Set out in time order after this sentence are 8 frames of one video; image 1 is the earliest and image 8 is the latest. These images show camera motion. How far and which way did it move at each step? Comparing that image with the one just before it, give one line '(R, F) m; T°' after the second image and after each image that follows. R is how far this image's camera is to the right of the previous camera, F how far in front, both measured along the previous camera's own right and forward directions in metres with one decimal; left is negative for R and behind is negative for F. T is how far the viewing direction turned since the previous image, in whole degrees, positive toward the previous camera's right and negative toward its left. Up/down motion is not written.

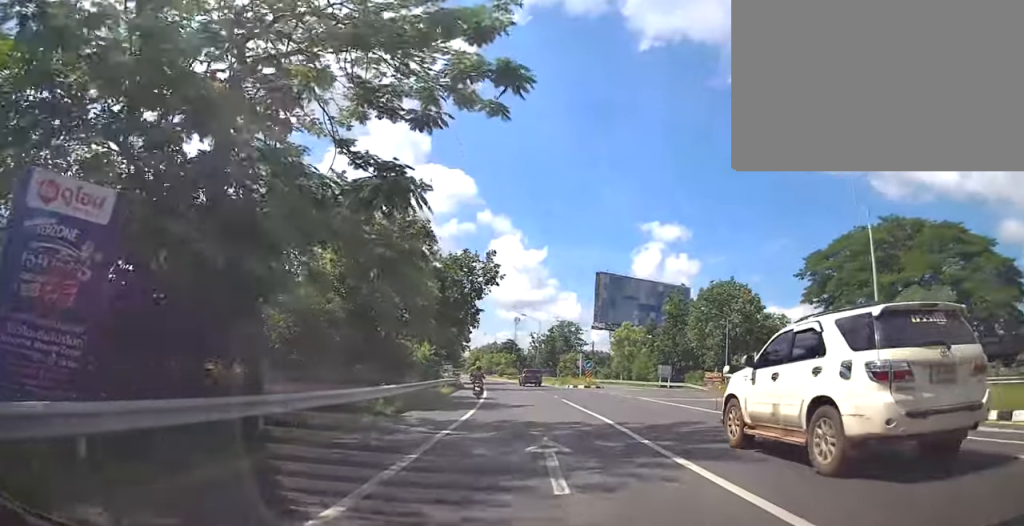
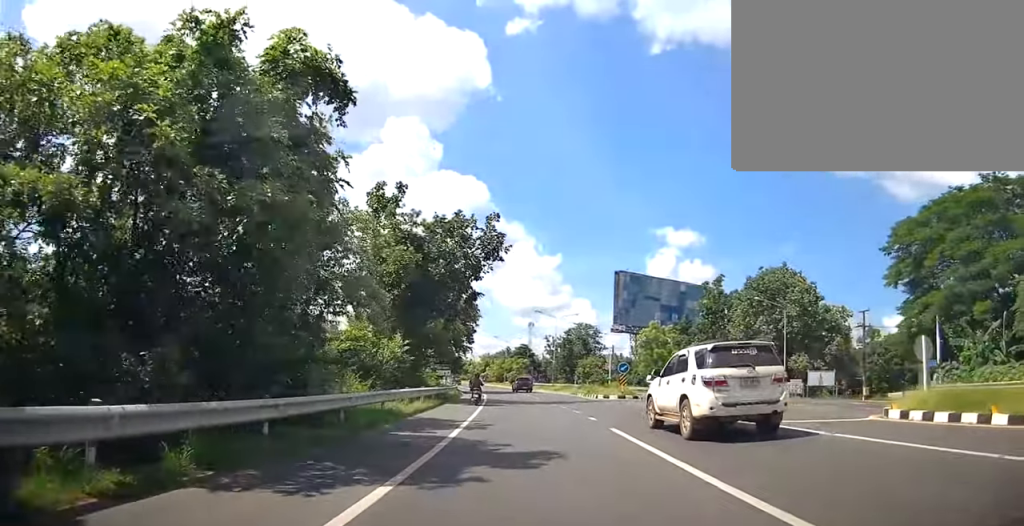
(-0.4, +12.3) m; -6°
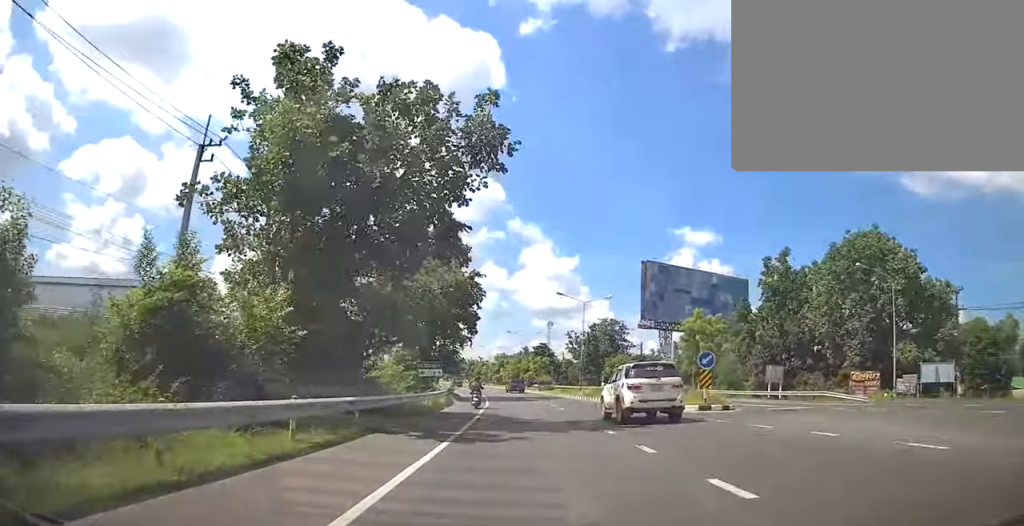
(-1.1, +12.9) m; +9°
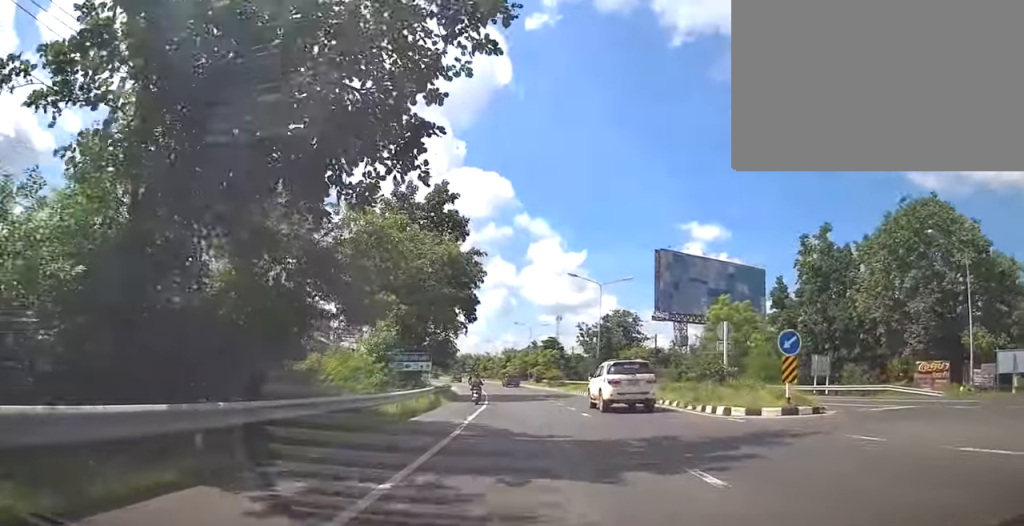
(-0.6, +5.5) m; +10°
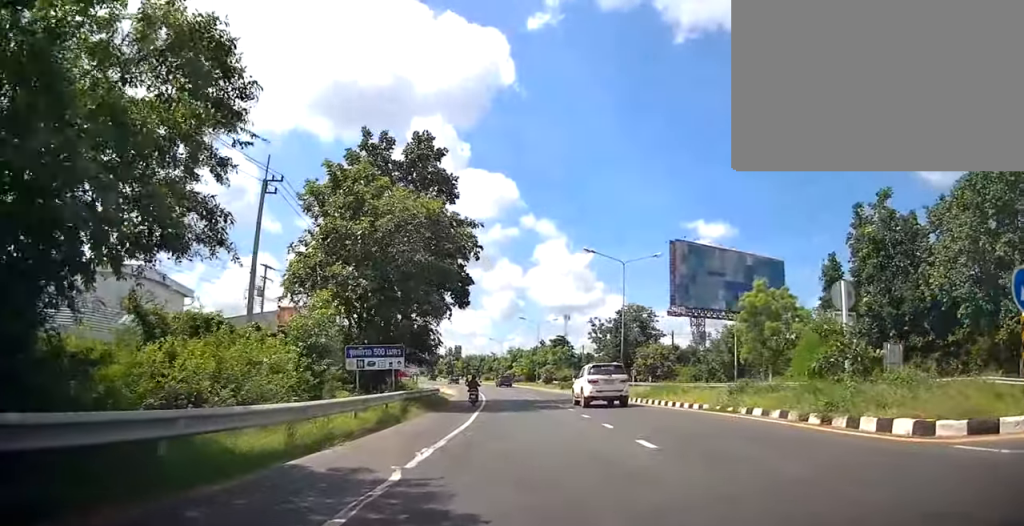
(+3.5, +9.7) m; -2°
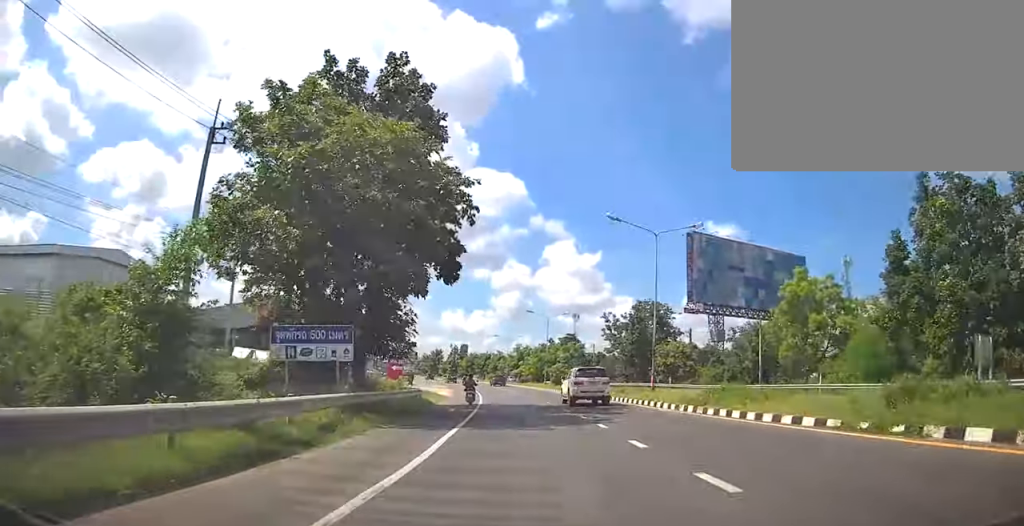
(-1.1, +7.9) m; -9°
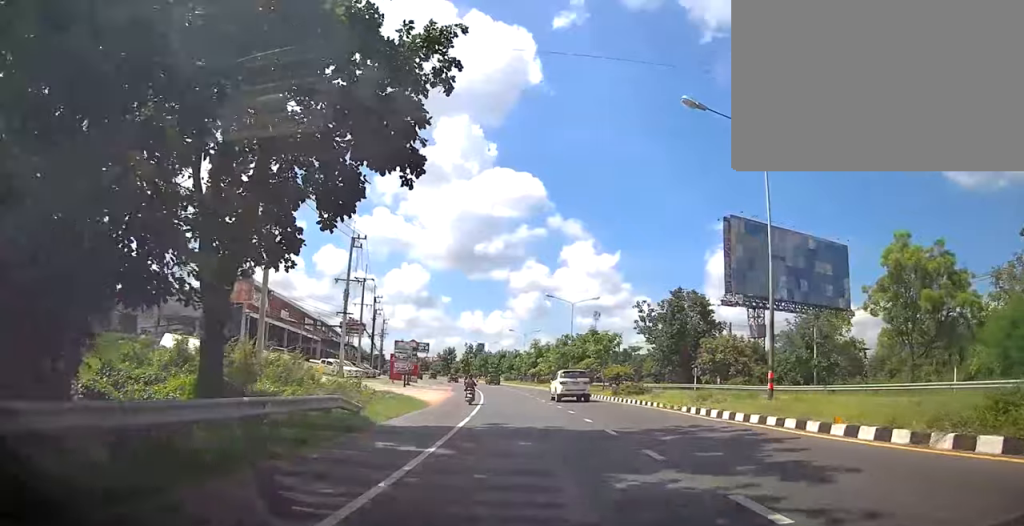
(-3.4, +13.7) m; -12°
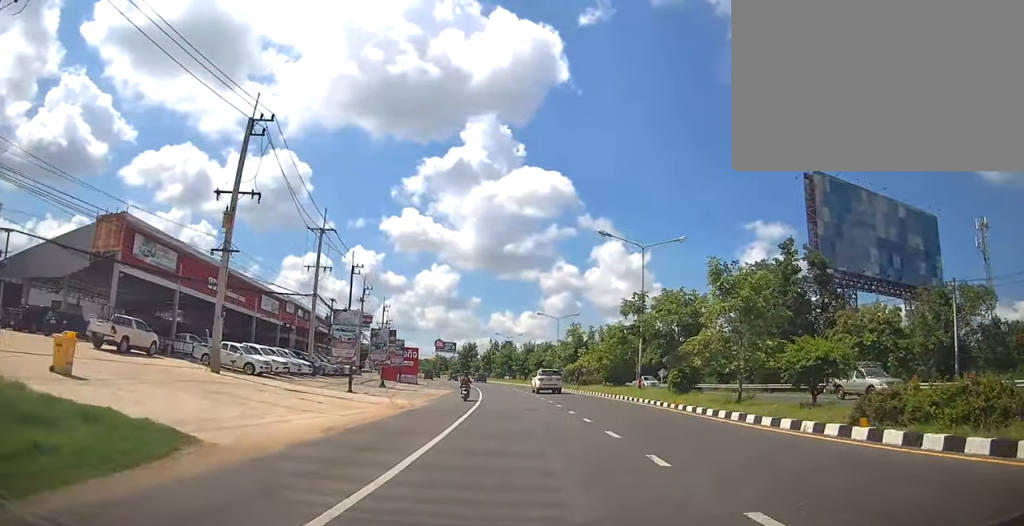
(+0.3, +26.2) m; 0°
